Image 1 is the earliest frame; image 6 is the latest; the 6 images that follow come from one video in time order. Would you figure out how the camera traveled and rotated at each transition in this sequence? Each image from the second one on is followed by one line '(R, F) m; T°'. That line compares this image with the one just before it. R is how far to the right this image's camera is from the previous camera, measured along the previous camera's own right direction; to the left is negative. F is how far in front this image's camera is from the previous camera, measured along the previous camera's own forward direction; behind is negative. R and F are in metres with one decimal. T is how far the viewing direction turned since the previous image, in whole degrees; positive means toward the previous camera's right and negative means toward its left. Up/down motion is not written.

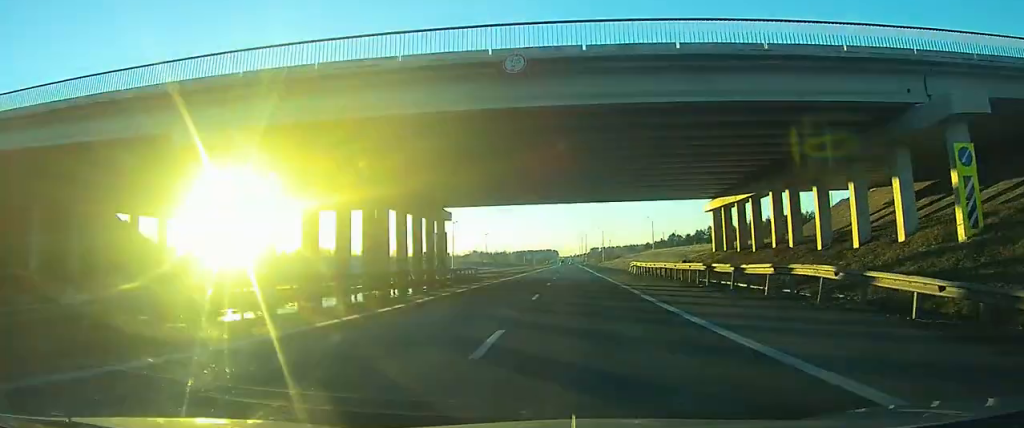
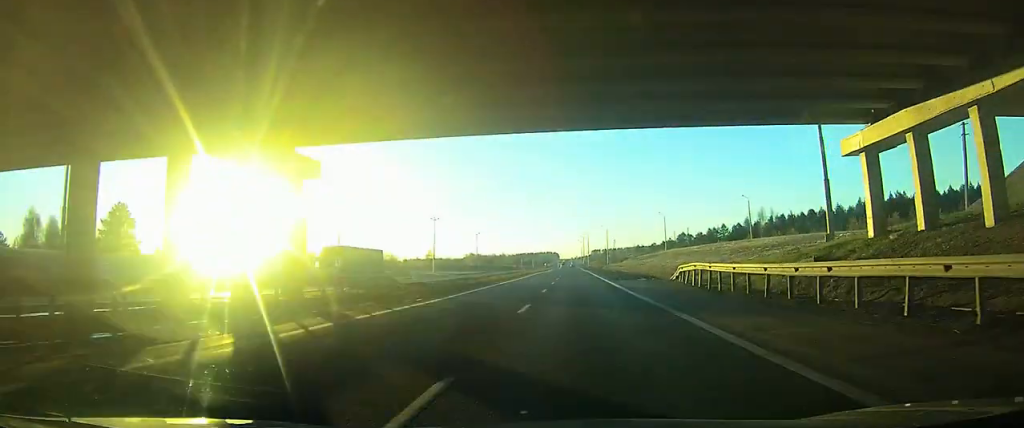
(-0.1, +27.4) m; 0°
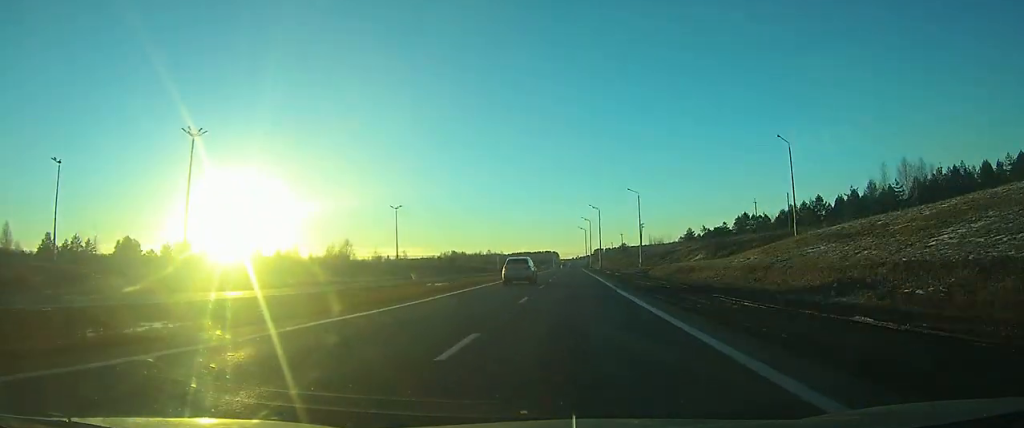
(+1.1, +117.3) m; +1°
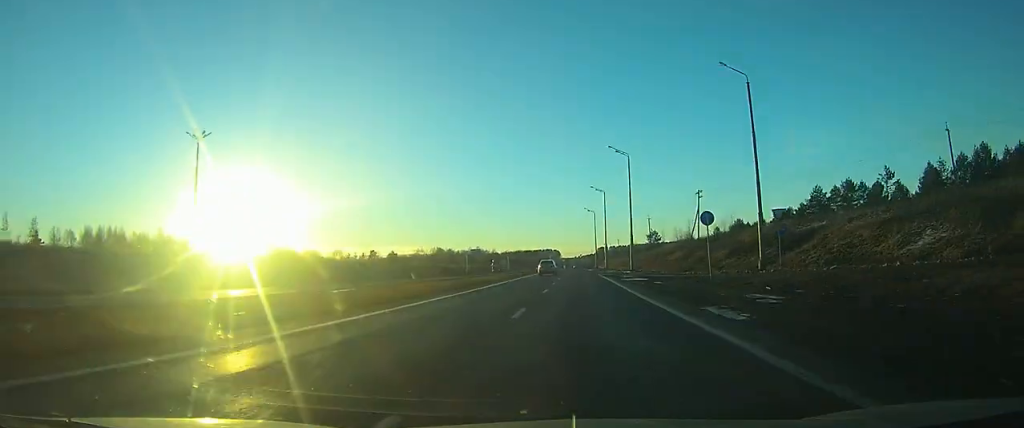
(-0.3, +74.7) m; 0°
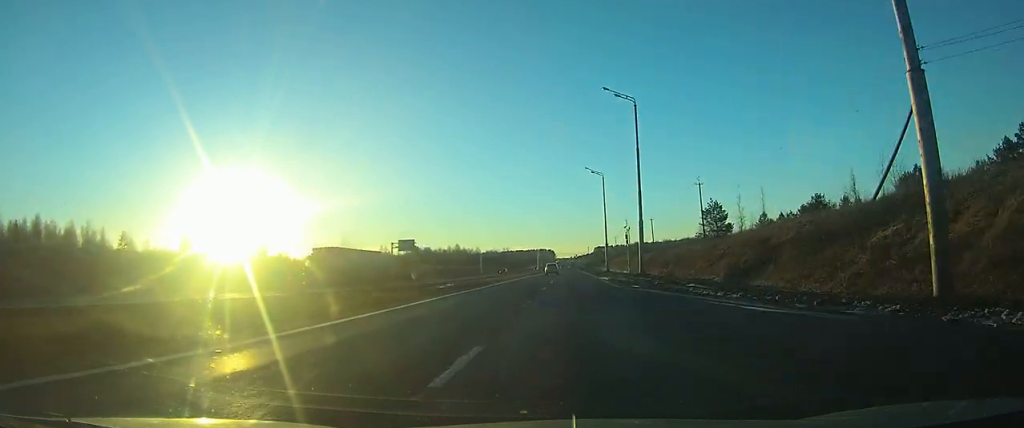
(0.0, +64.1) m; 0°
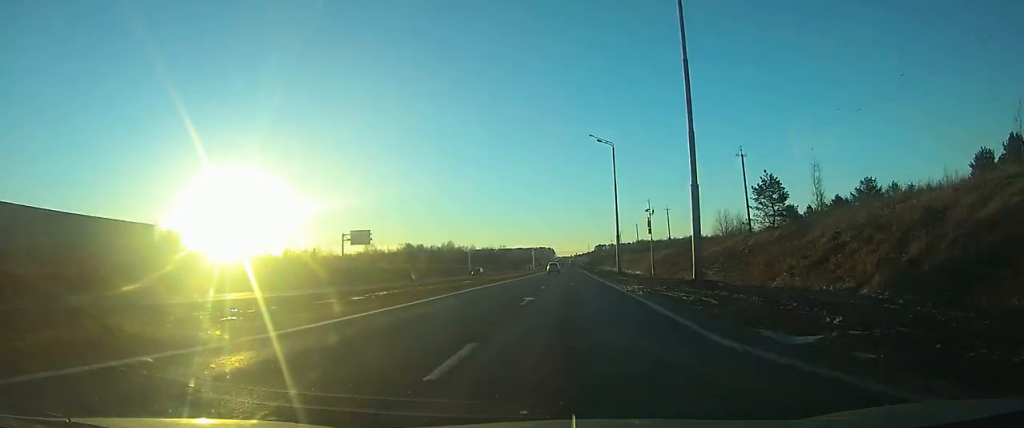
(0.0, +23.2) m; 0°
